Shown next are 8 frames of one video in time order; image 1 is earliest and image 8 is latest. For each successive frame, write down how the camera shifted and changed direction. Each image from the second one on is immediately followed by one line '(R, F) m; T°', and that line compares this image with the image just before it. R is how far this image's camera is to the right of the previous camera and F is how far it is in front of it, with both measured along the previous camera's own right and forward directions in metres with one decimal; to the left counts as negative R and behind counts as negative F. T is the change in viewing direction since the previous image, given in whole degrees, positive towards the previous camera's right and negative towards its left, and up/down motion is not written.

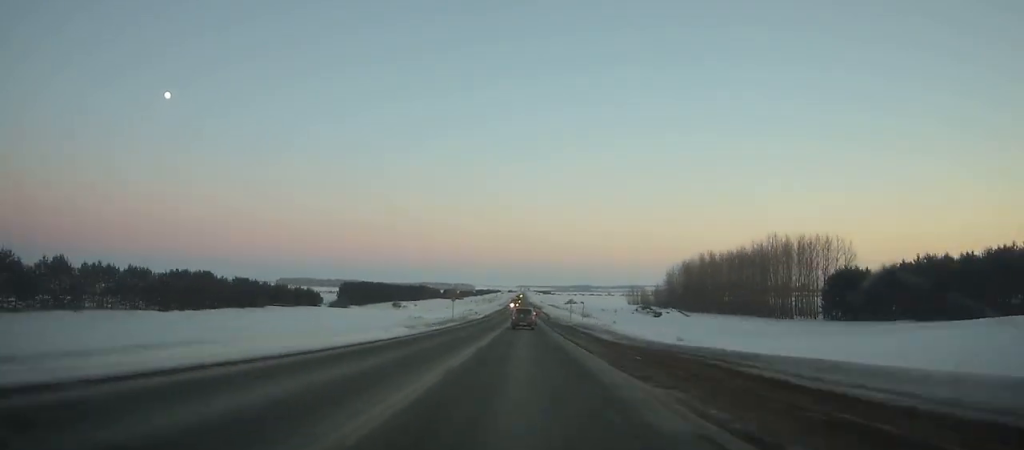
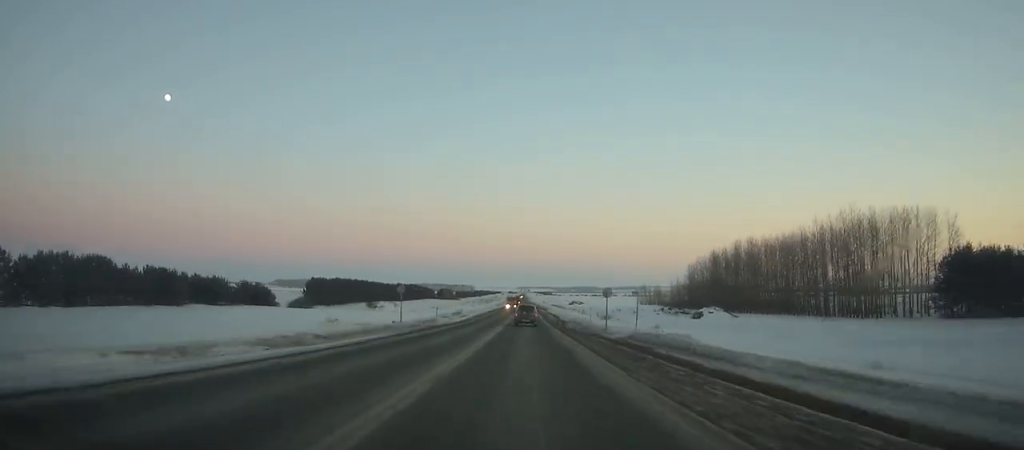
(0.0, +34.2) m; 0°
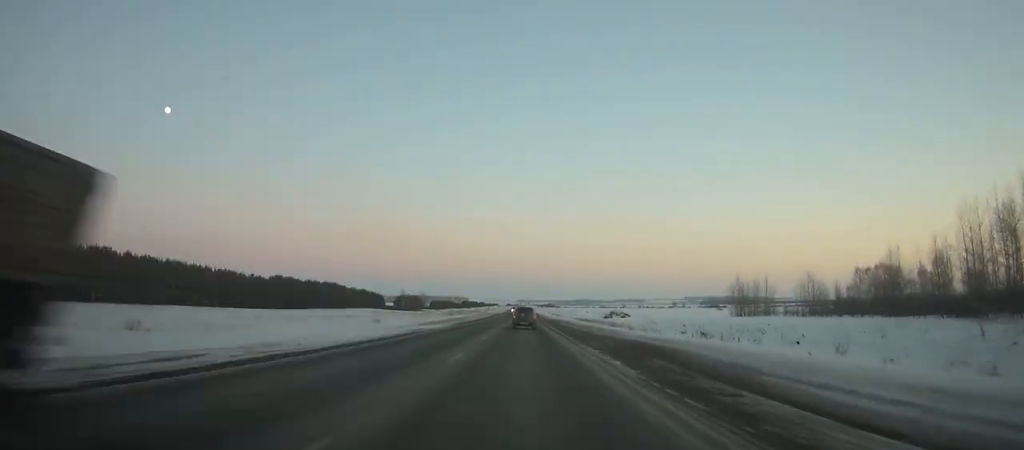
(0.0, +146.9) m; 0°
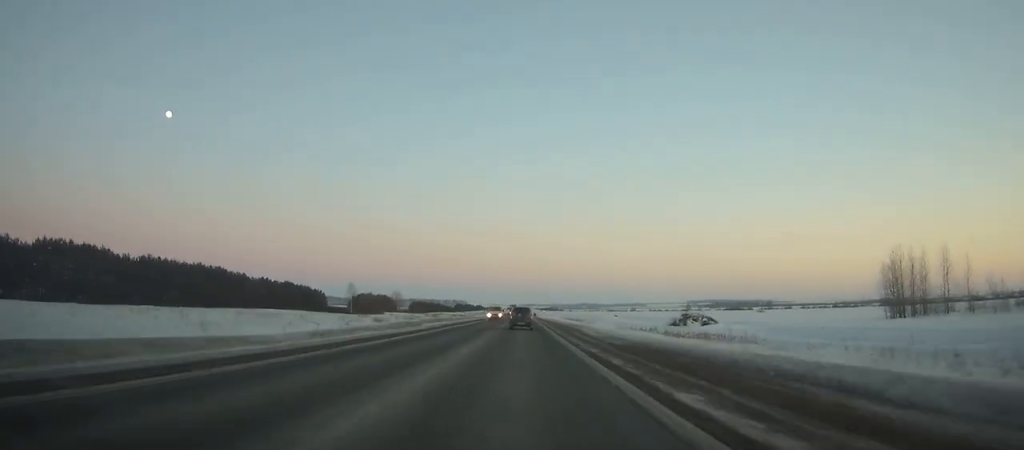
(-0.3, +80.7) m; 0°
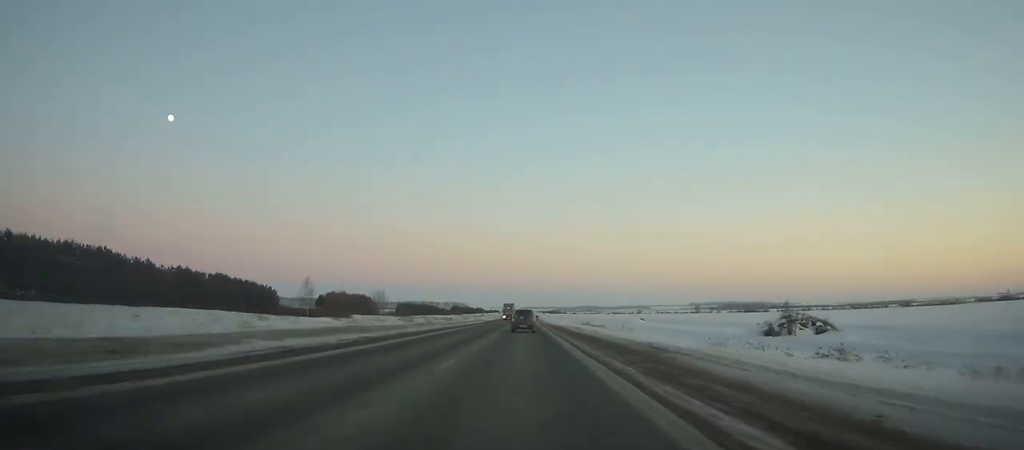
(-0.1, +40.6) m; 0°
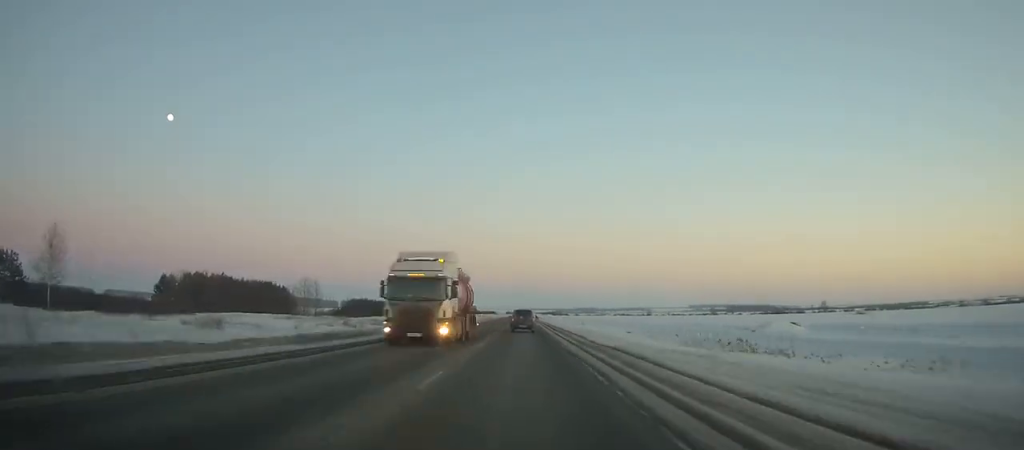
(0.0, +86.8) m; 0°
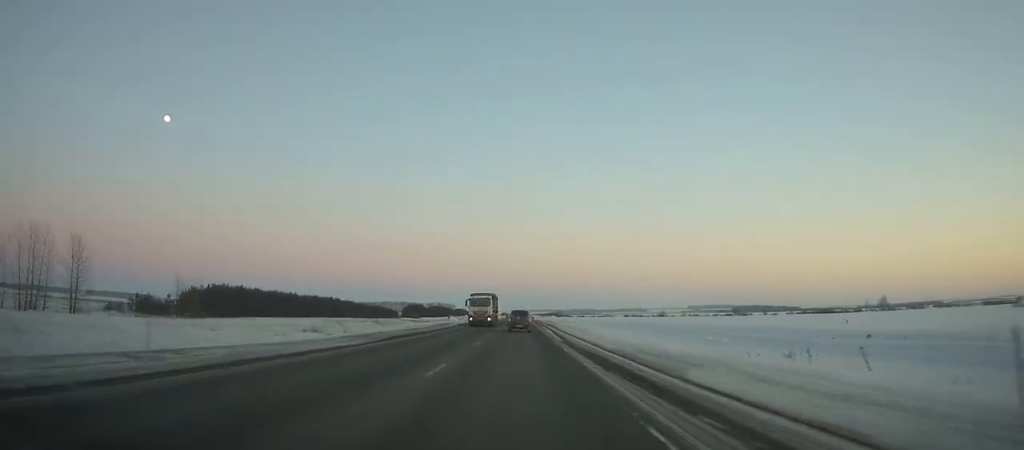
(+0.1, +105.6) m; 0°
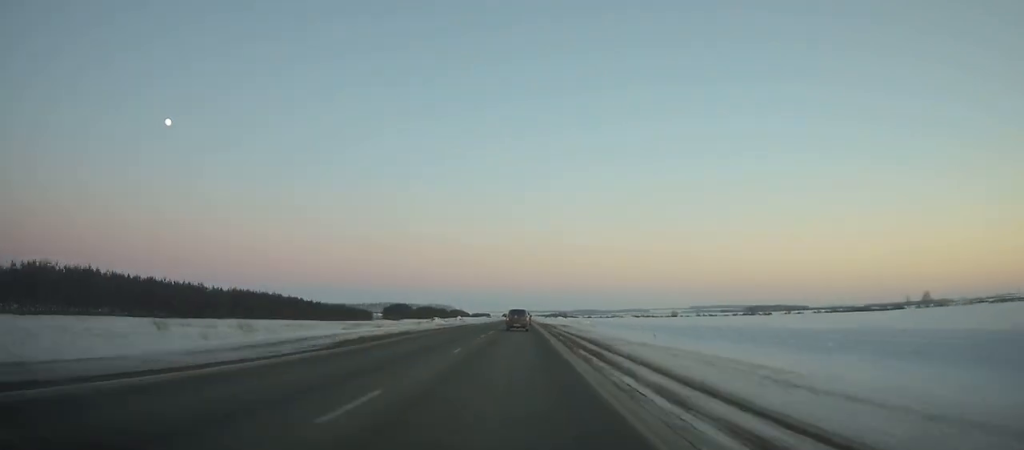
(+0.1, +51.9) m; 0°
